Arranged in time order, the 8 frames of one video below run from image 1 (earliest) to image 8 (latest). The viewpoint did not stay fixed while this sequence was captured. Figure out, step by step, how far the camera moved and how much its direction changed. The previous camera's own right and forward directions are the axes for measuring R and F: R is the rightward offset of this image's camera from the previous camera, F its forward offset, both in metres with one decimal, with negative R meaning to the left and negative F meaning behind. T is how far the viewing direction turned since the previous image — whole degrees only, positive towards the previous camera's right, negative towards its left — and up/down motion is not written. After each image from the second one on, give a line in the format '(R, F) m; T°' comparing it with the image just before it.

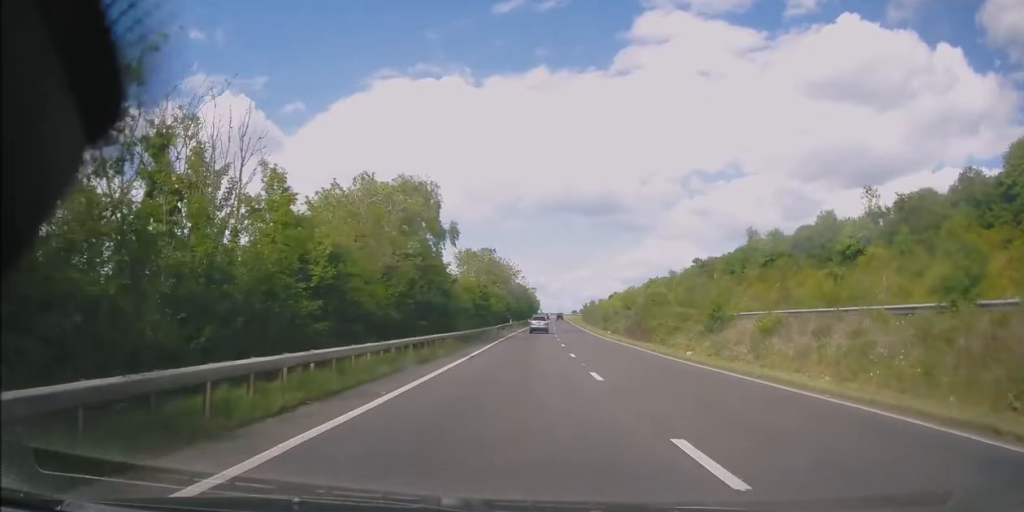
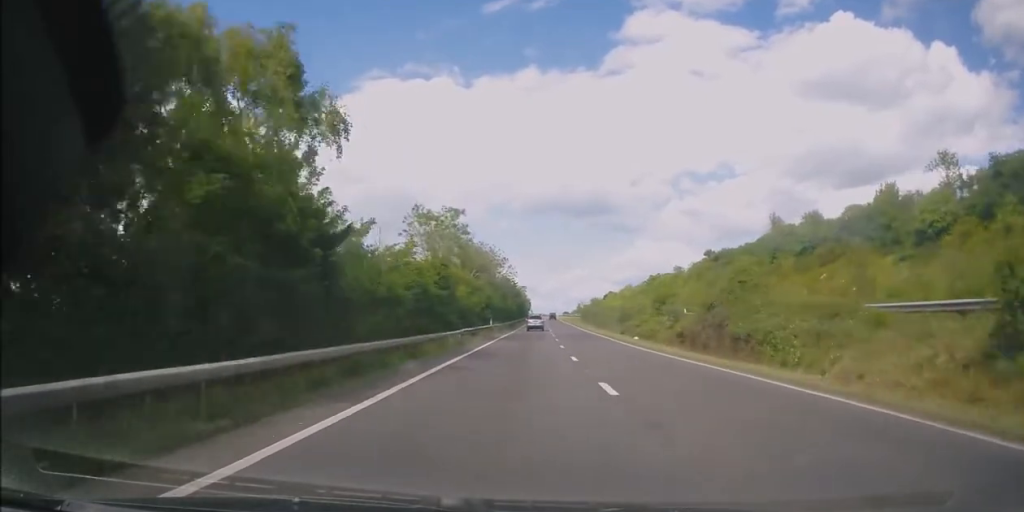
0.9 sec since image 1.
(+0.2, +21.6) m; +1°
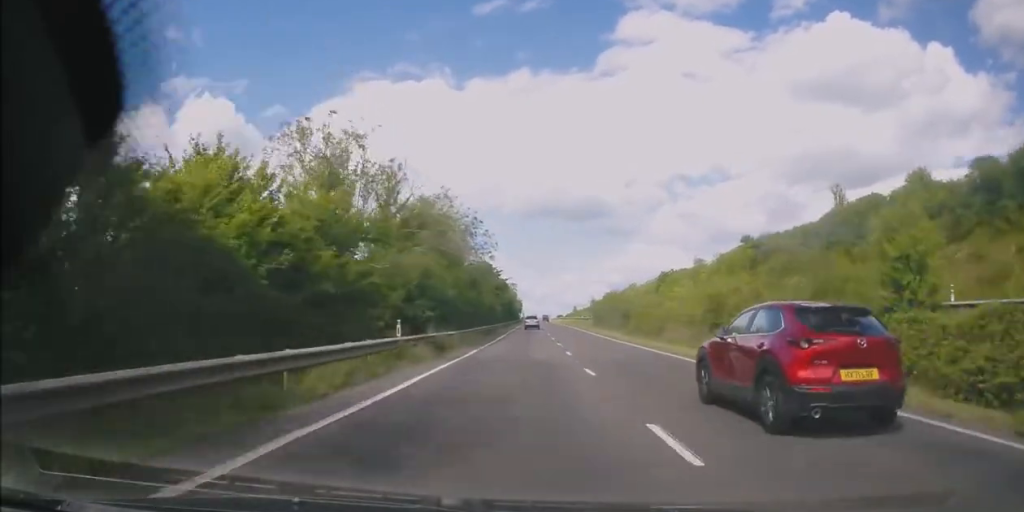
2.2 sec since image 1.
(+0.2, +33.7) m; 0°
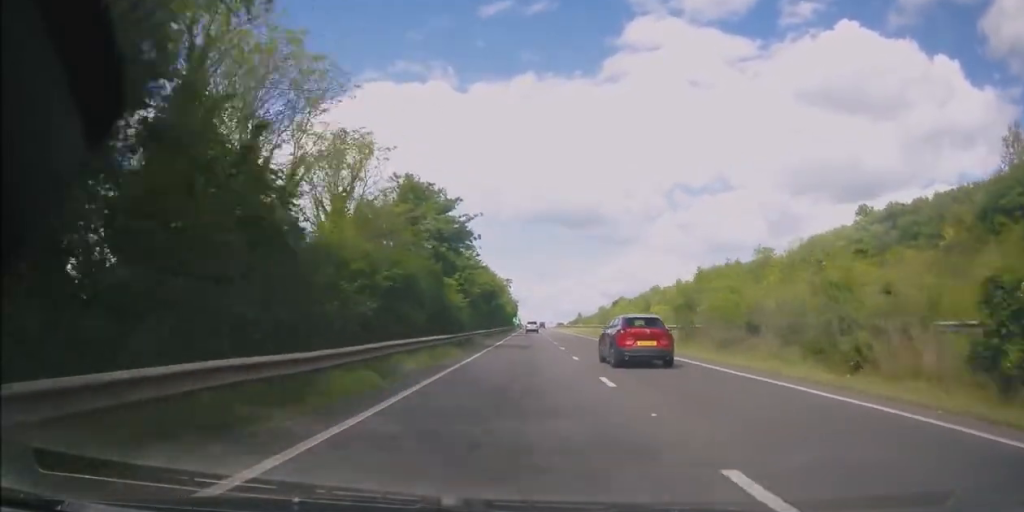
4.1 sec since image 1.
(+0.4, +47.6) m; +1°
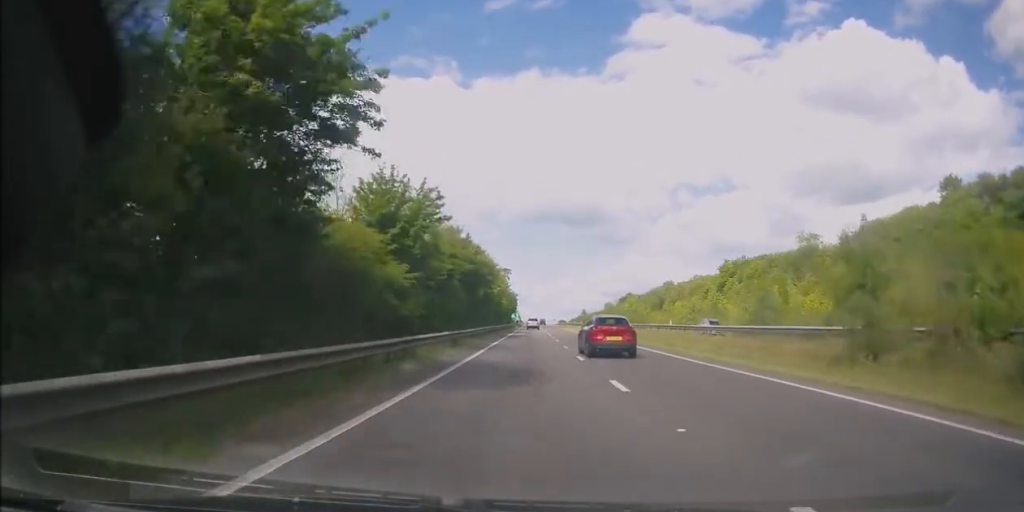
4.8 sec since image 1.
(+0.2, +19.6) m; 0°
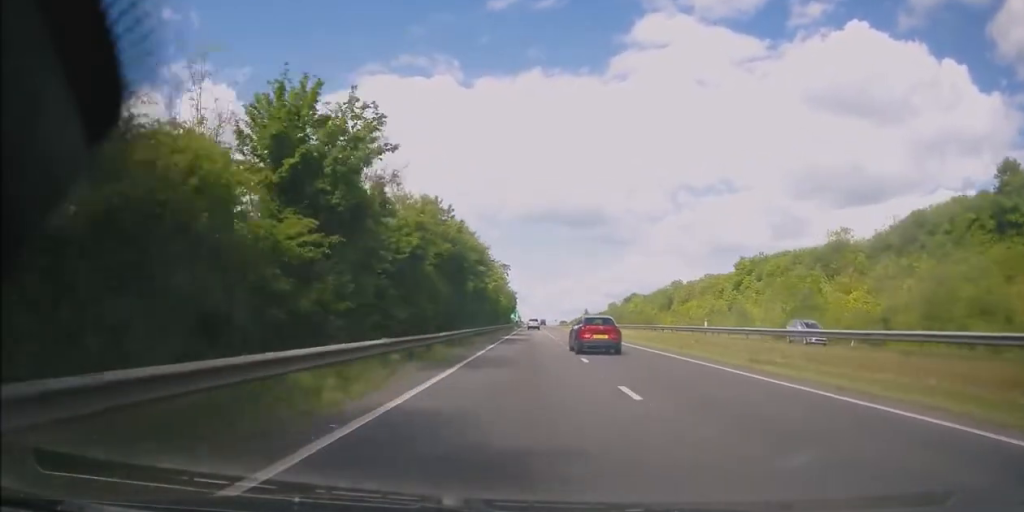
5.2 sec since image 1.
(-0.1, +10.3) m; 0°
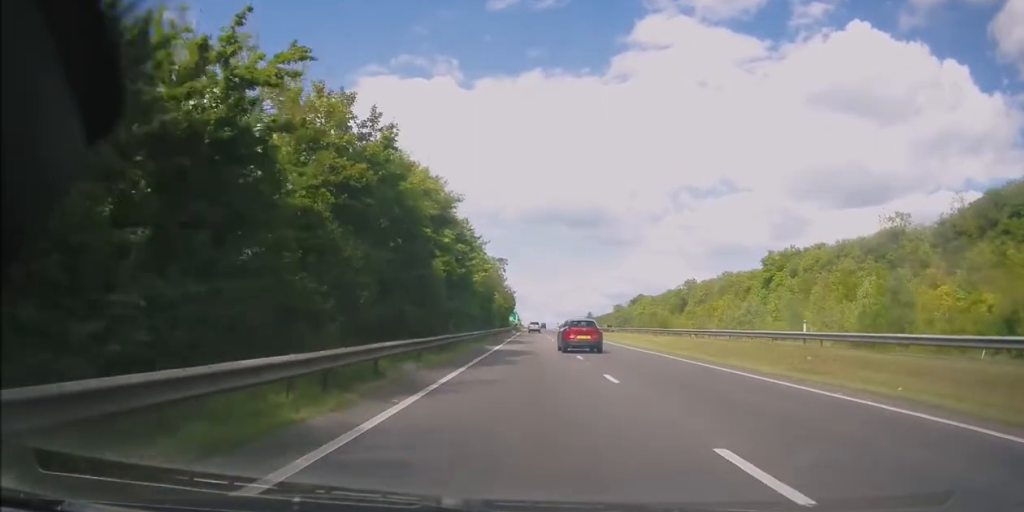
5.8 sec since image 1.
(-0.2, +15.4) m; 0°
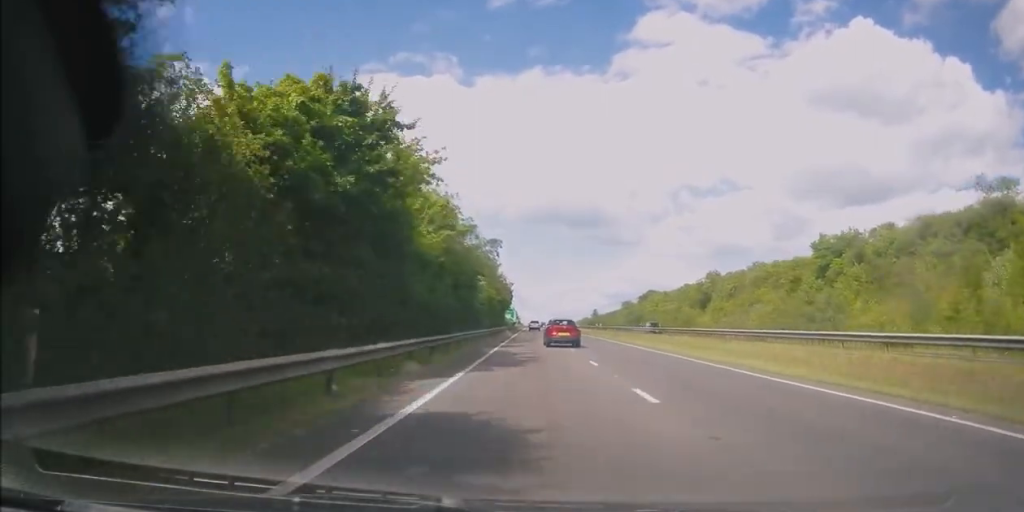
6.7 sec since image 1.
(+0.3, +21.3) m; 0°
